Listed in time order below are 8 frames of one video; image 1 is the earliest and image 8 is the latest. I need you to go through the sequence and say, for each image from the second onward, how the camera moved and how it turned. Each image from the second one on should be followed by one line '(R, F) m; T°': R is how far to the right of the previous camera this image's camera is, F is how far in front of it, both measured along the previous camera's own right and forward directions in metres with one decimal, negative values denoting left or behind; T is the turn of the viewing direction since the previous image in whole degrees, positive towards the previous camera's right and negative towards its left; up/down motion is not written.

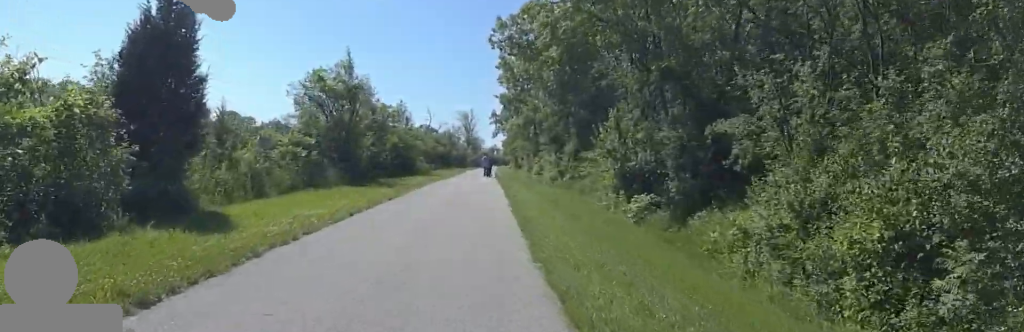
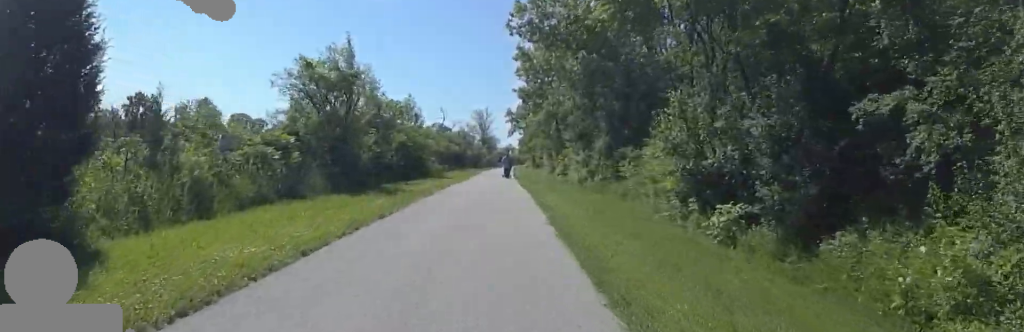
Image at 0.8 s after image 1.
(+0.2, +4.4) m; -2°
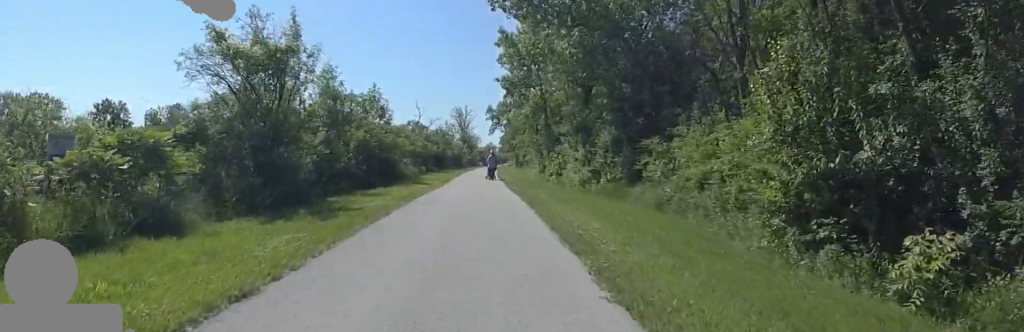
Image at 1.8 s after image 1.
(-0.5, +6.2) m; -2°
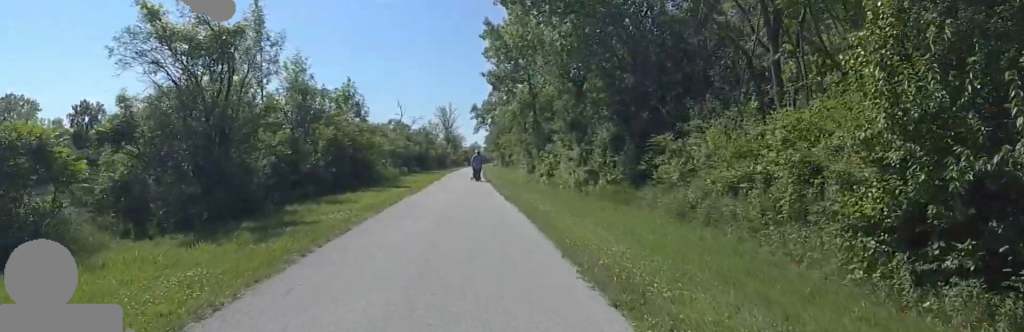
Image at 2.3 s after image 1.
(+0.1, +2.7) m; +2°
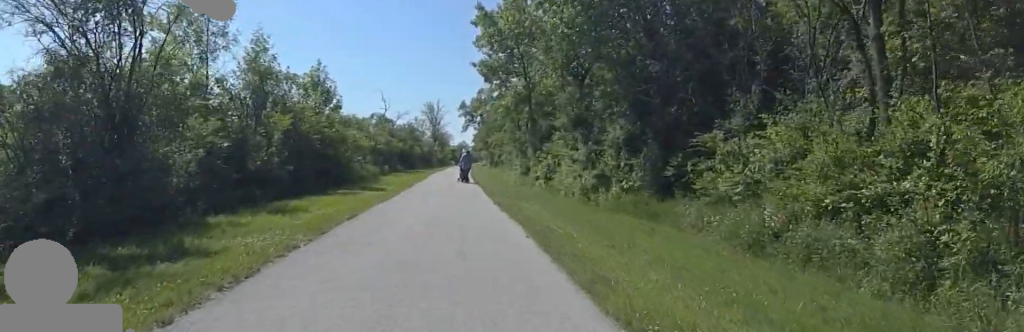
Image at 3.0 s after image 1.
(+0.1, +3.9) m; +1°
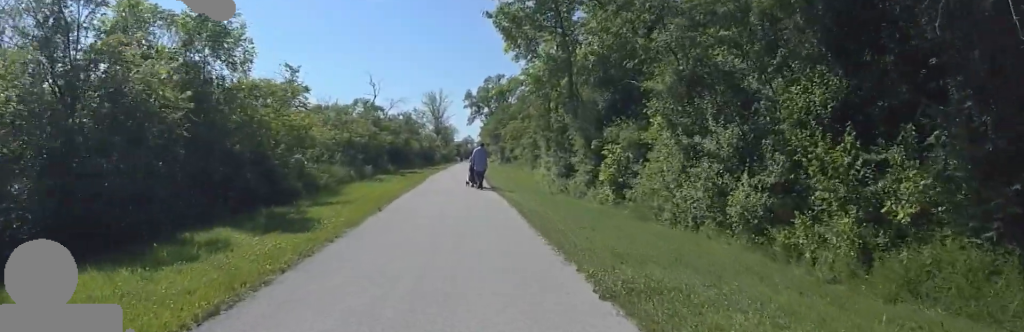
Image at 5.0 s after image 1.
(0.0, +11.5) m; 0°
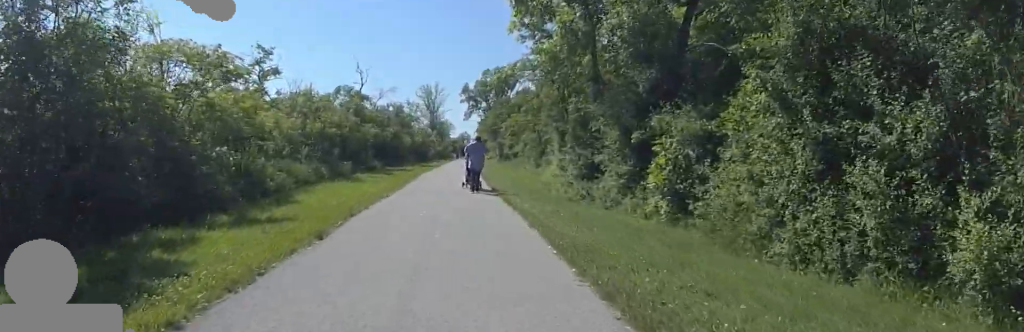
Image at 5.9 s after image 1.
(0.0, +5.0) m; 0°
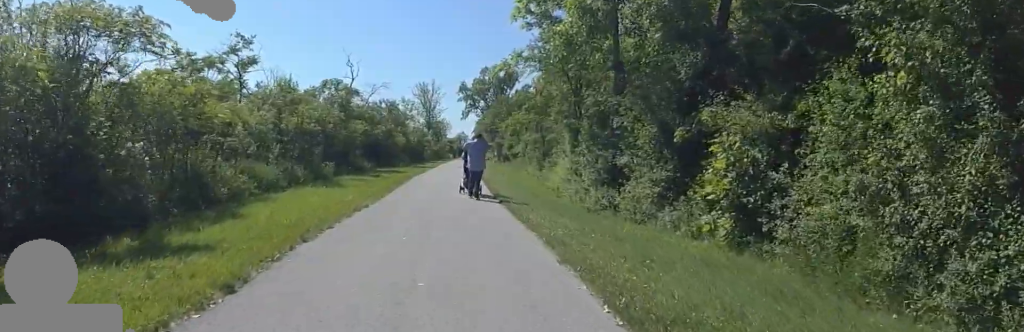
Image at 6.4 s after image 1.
(0.0, +3.1) m; 0°
